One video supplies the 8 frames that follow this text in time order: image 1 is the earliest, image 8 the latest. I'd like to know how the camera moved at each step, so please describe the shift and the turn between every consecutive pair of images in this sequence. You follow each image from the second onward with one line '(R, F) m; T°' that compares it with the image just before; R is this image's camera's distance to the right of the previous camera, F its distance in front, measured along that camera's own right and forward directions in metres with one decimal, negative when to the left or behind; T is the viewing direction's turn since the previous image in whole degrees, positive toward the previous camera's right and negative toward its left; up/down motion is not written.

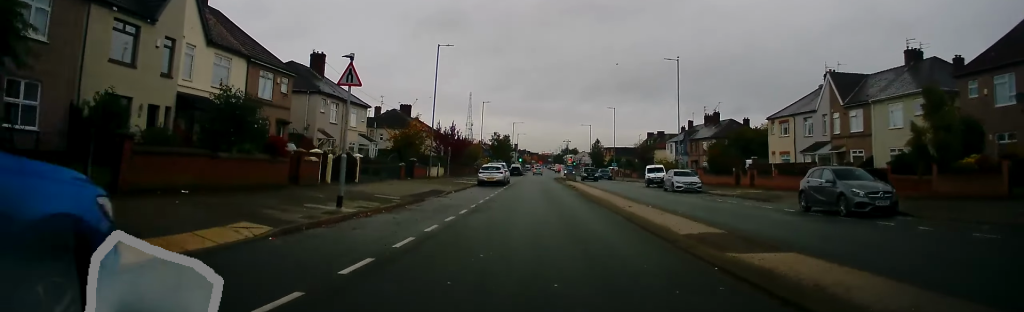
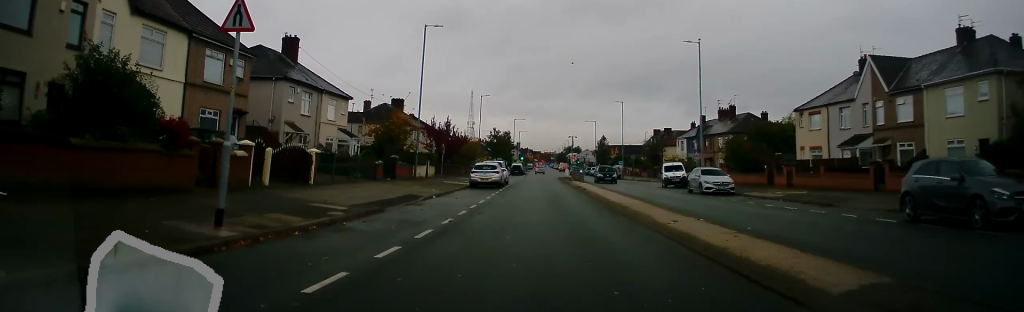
(0.0, +6.0) m; 0°
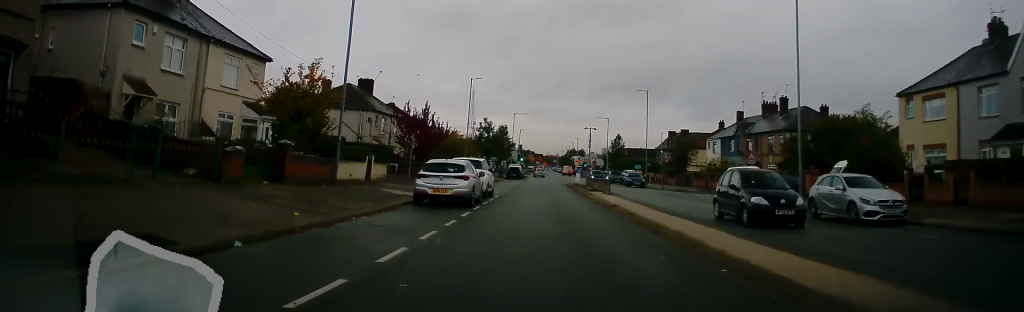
(0.0, +15.7) m; 0°
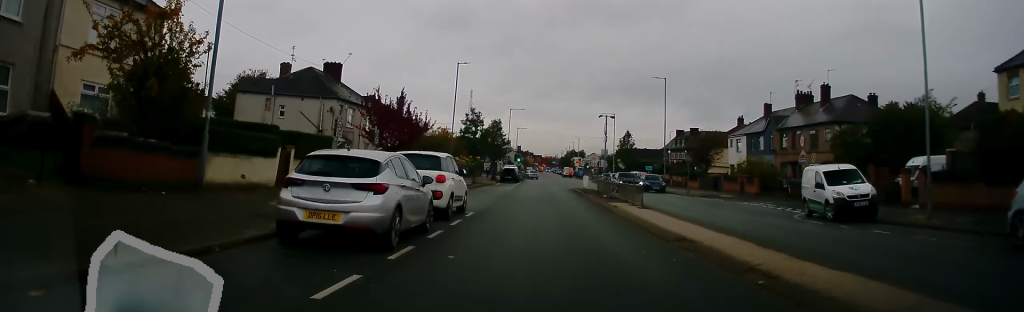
(0.0, +9.7) m; 0°
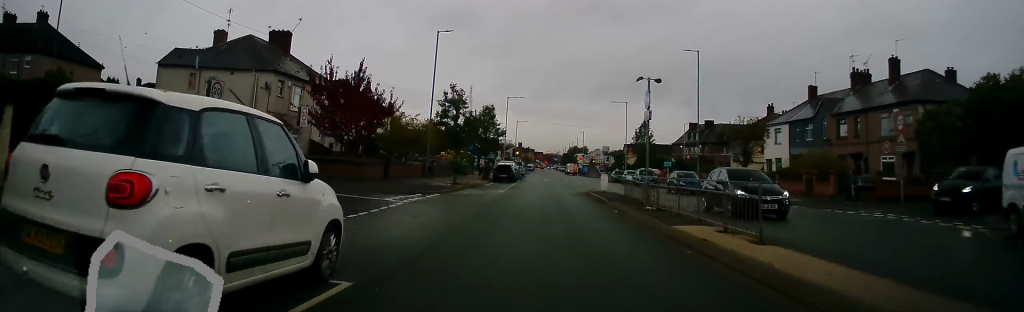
(0.0, +11.2) m; 0°
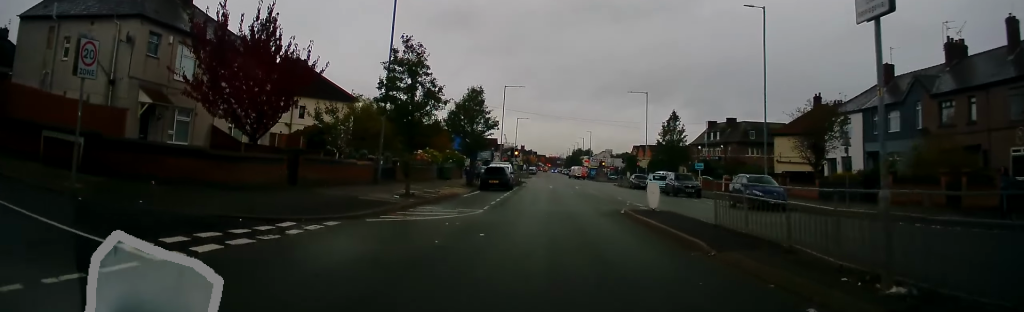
(0.0, +12.9) m; 0°
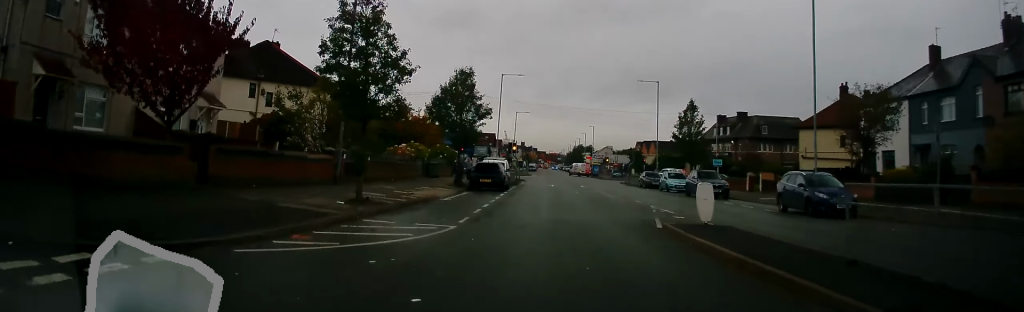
(0.0, +5.9) m; 0°
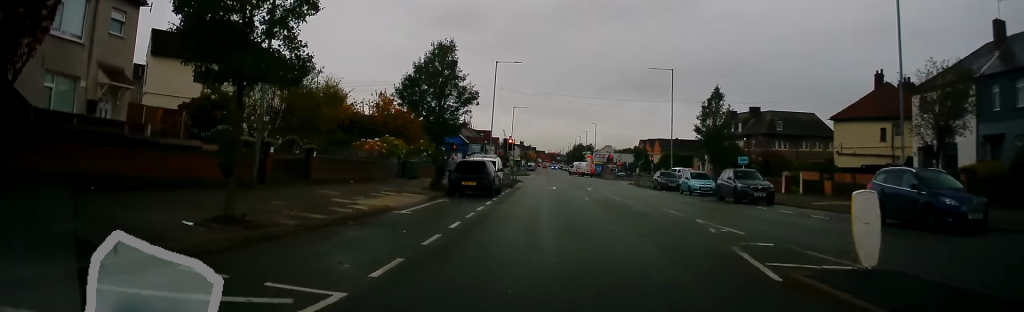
(0.0, +6.9) m; 0°
